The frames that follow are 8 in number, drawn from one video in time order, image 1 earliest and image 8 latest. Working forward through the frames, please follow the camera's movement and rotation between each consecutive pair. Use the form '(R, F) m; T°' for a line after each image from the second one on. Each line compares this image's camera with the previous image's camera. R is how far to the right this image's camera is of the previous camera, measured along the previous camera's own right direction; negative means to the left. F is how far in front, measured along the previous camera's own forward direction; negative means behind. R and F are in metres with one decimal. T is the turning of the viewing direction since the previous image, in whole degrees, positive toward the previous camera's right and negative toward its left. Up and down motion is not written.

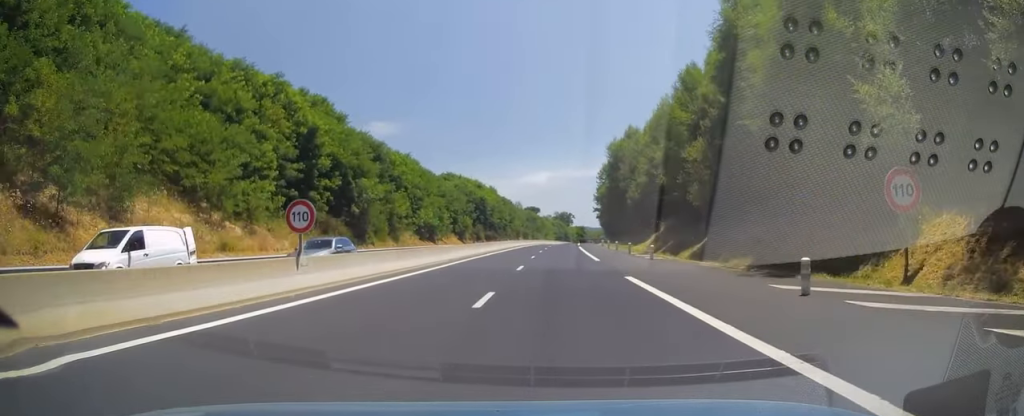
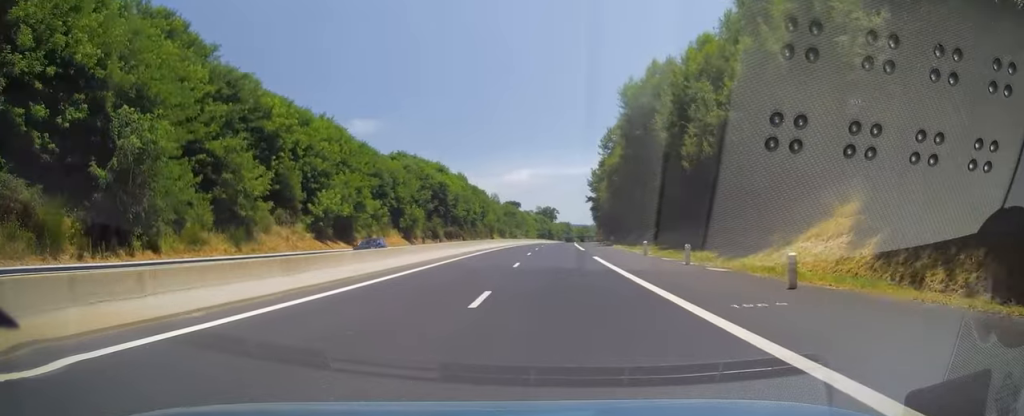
(+0.2, +39.9) m; +1°
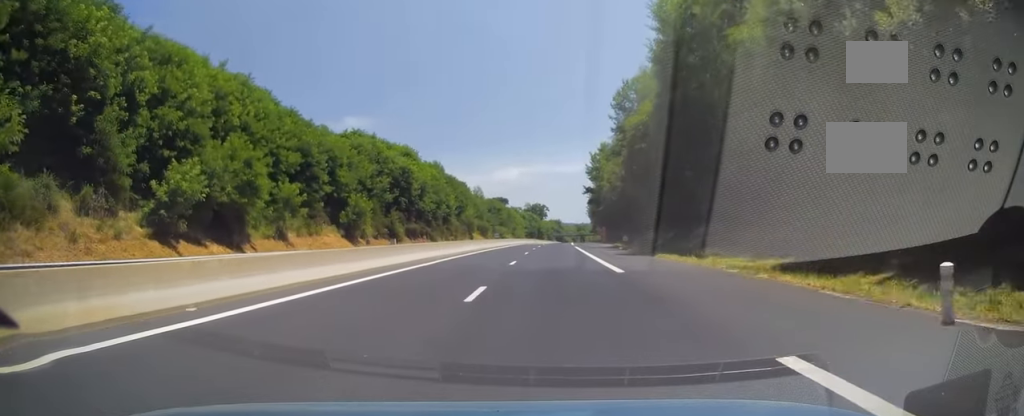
(+0.4, +25.7) m; +1°
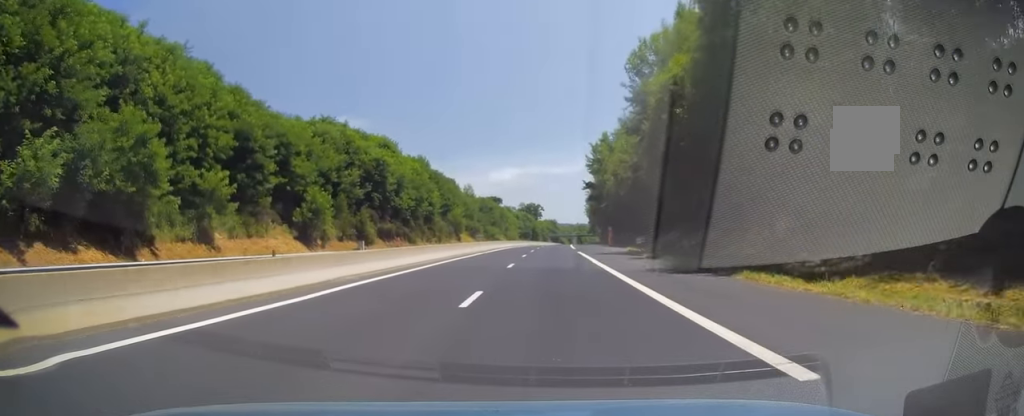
(+0.2, +13.4) m; +1°
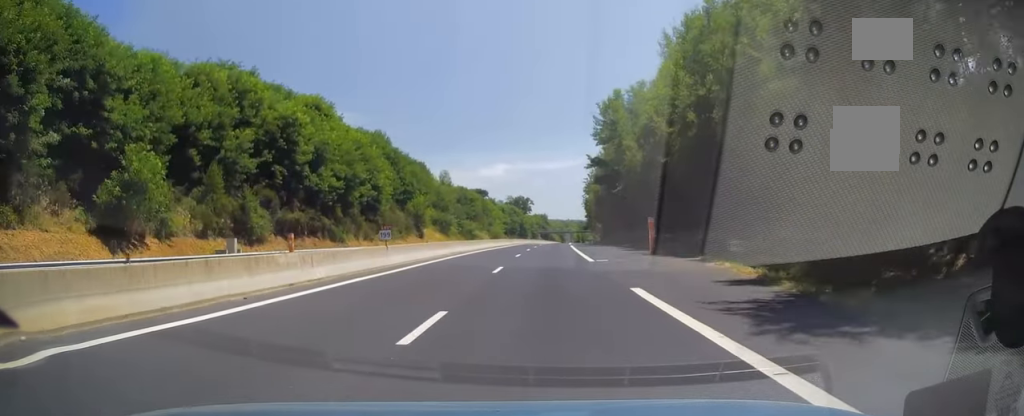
(+0.1, +30.4) m; 0°
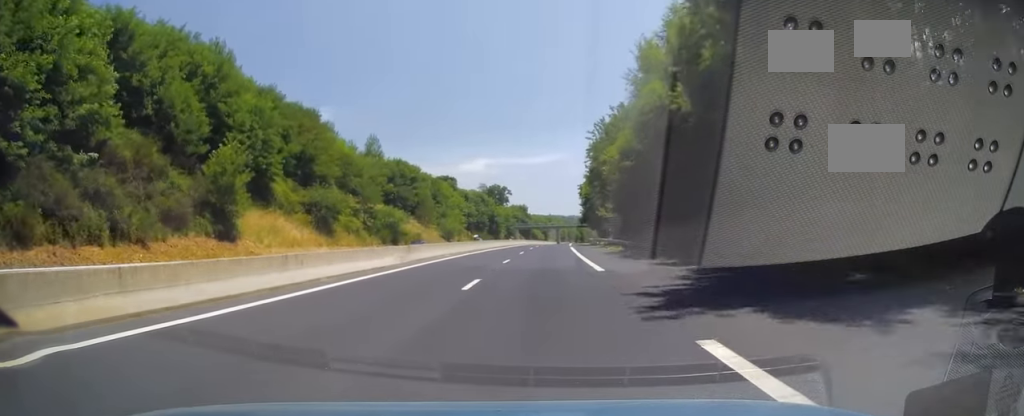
(+1.0, +59.0) m; +2°
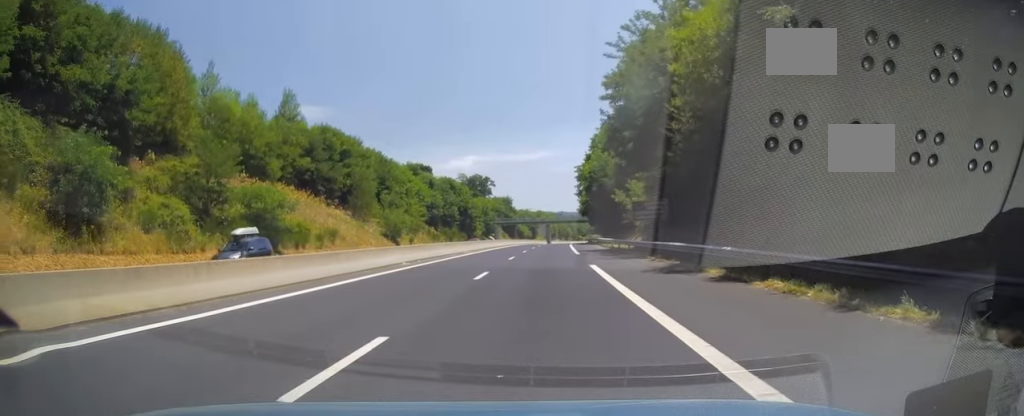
(+0.3, +36.2) m; +1°
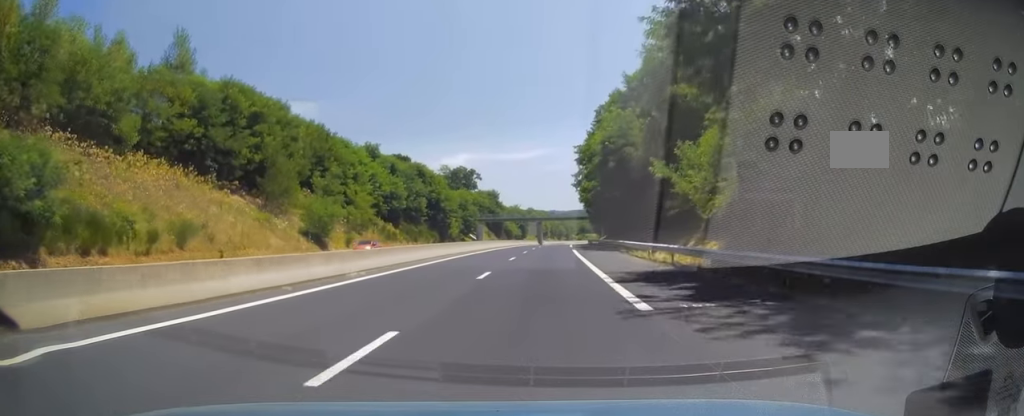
(+0.3, +26.2) m; +1°
